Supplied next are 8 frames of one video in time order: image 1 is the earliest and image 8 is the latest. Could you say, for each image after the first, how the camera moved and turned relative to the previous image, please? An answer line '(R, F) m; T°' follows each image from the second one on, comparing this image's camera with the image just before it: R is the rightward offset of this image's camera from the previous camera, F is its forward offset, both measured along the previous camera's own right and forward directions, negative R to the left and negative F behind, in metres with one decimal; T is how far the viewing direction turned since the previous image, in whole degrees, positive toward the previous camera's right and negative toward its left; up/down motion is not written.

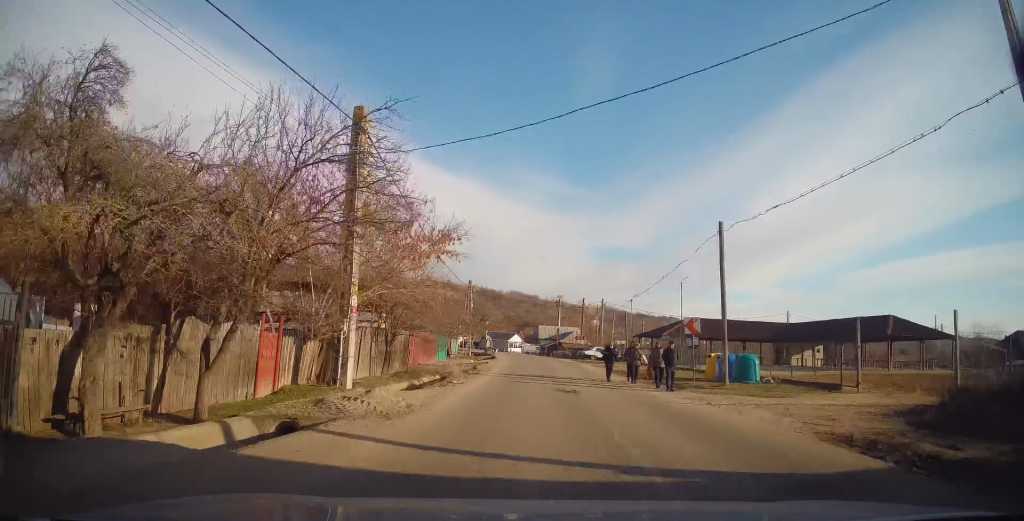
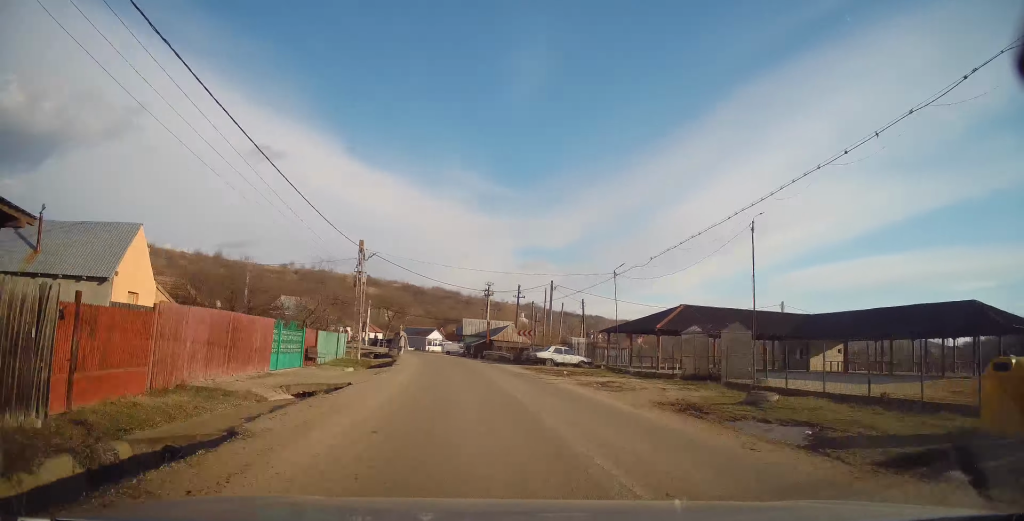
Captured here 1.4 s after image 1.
(+0.2, +20.7) m; +2°
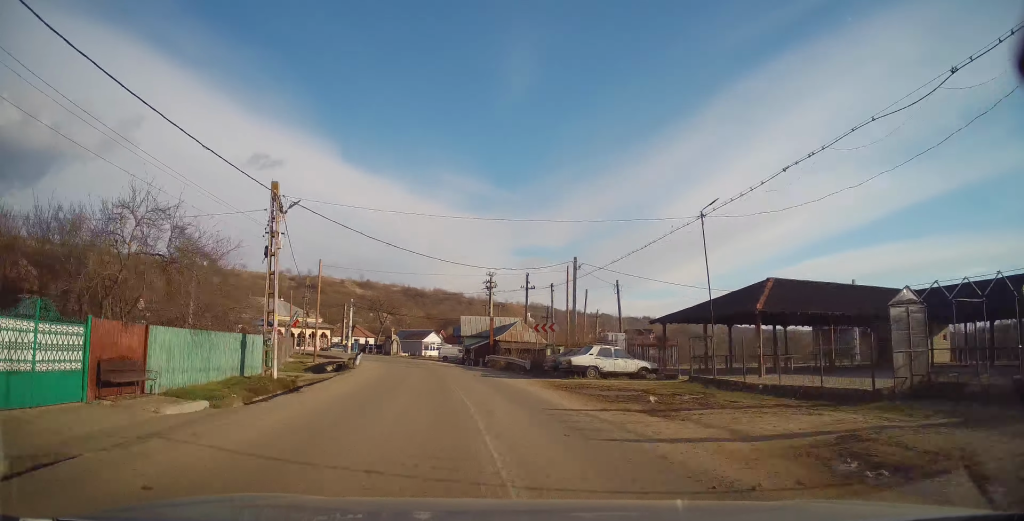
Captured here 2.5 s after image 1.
(+0.3, +14.7) m; +1°
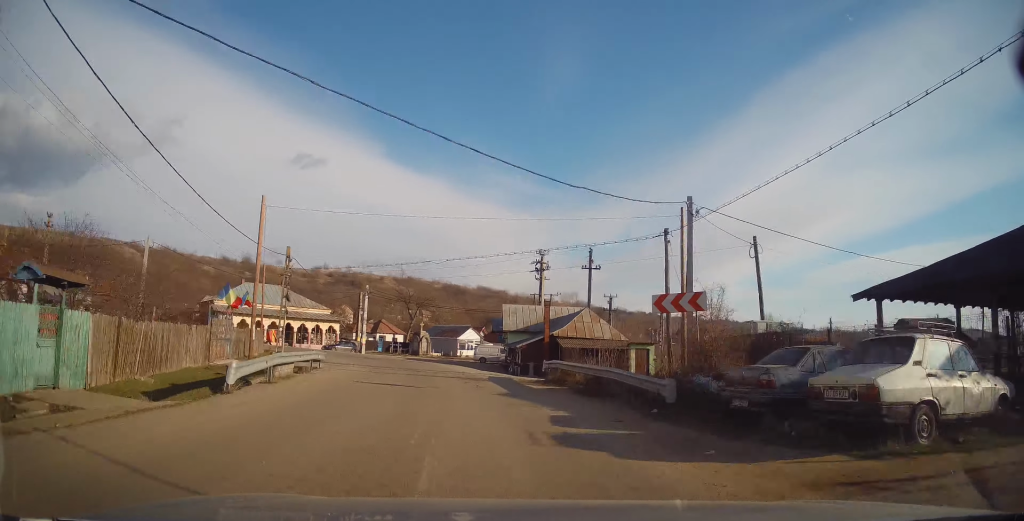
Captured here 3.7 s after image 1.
(-0.2, +16.6) m; -3°
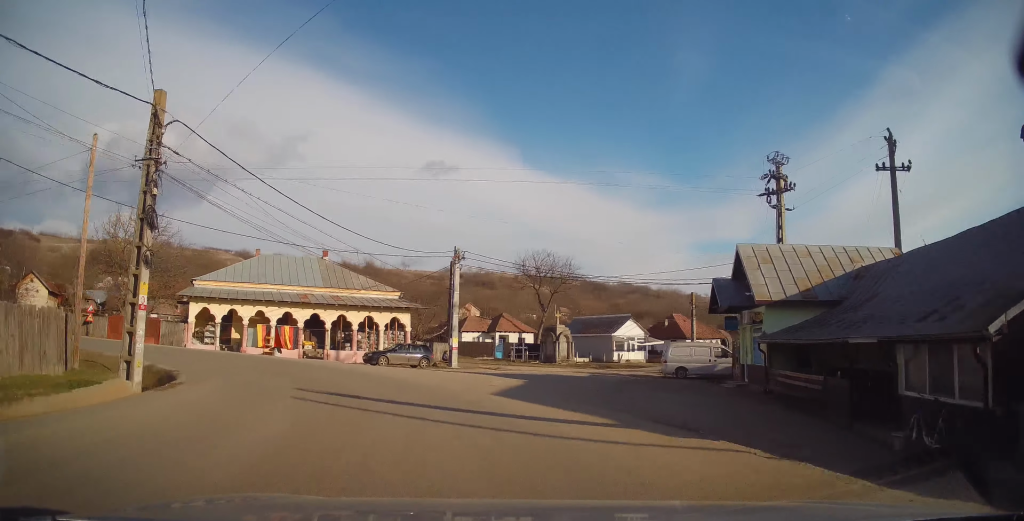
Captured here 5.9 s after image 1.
(-3.2, +27.4) m; -15°
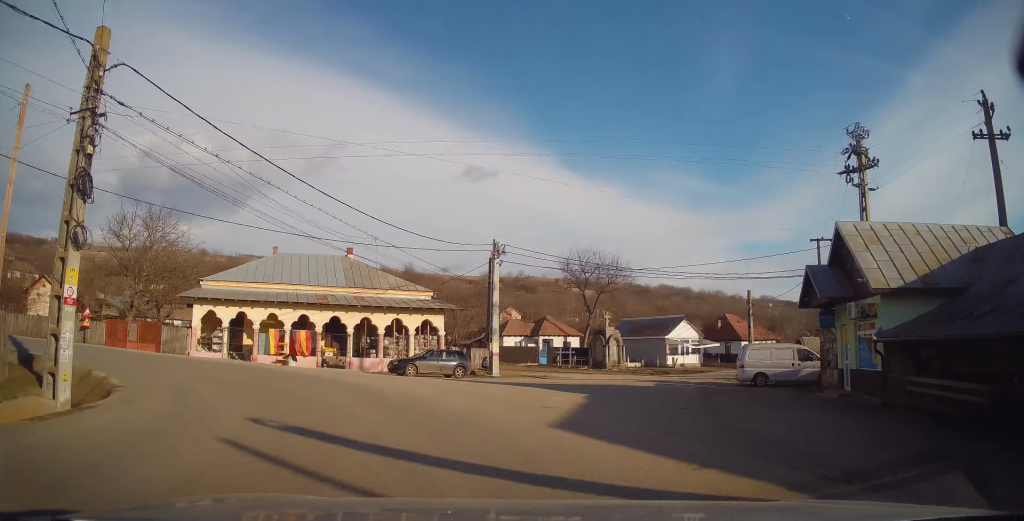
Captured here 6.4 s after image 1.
(-0.2, +4.5) m; -6°
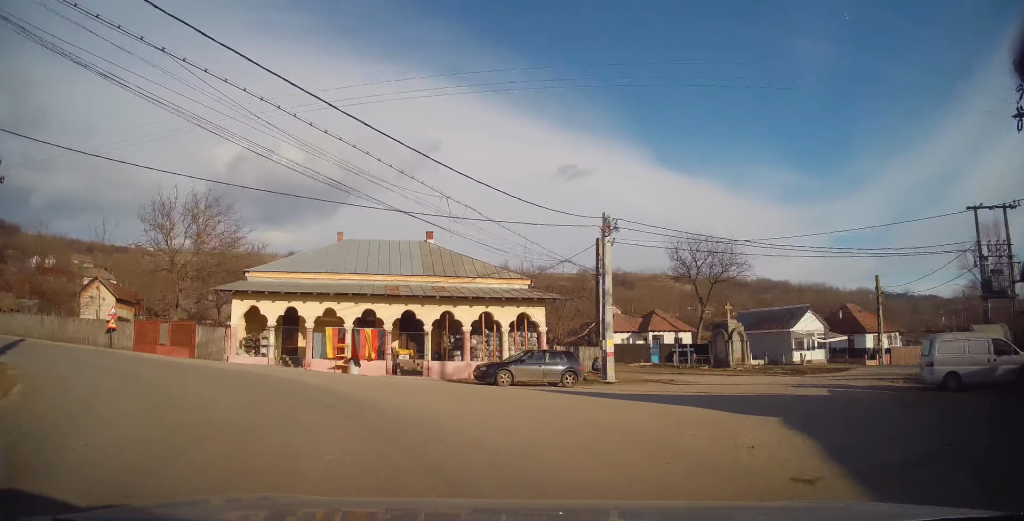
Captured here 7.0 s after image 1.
(+0.2, +6.4) m; -9°
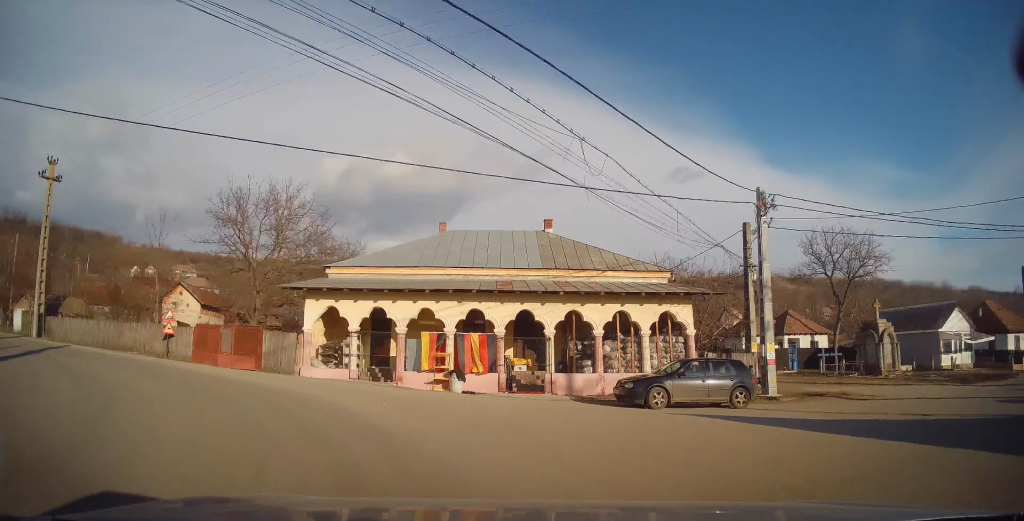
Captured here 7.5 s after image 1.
(-1.1, +5.0) m; -16°
